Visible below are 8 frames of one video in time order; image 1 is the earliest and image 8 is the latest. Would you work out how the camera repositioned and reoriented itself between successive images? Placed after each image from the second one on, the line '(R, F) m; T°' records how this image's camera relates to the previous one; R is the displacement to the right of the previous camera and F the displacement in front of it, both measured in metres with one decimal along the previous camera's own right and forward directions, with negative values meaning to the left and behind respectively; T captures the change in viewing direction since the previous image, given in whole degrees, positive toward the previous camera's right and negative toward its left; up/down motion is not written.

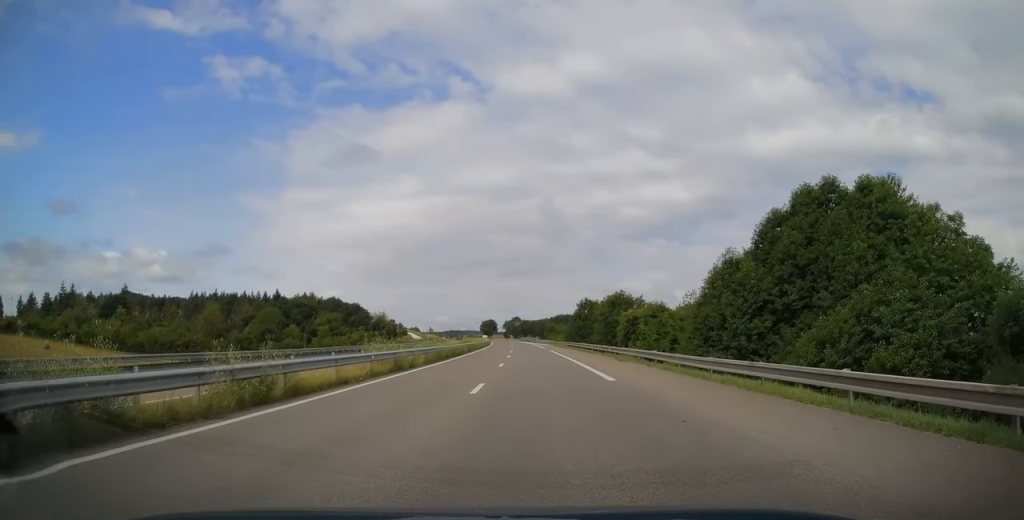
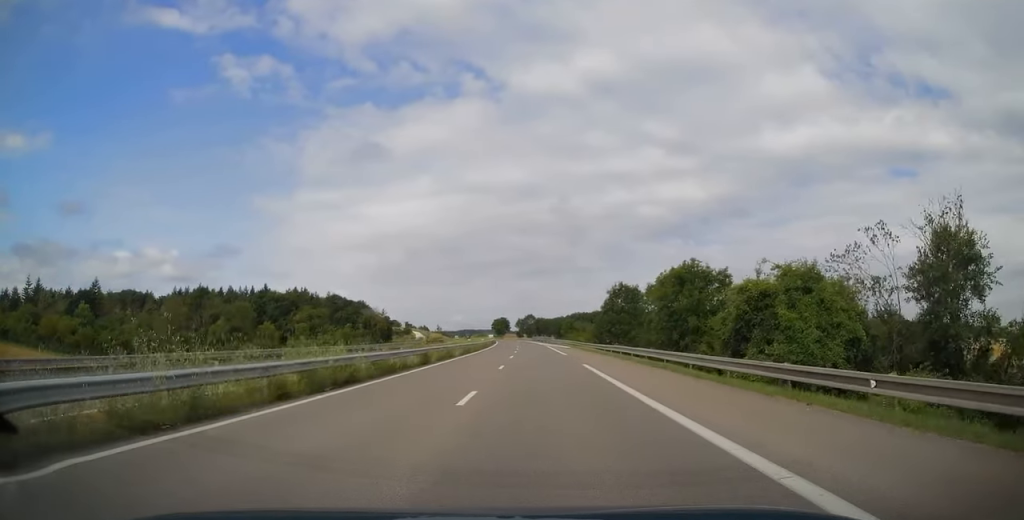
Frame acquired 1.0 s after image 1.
(0.0, +29.1) m; -1°
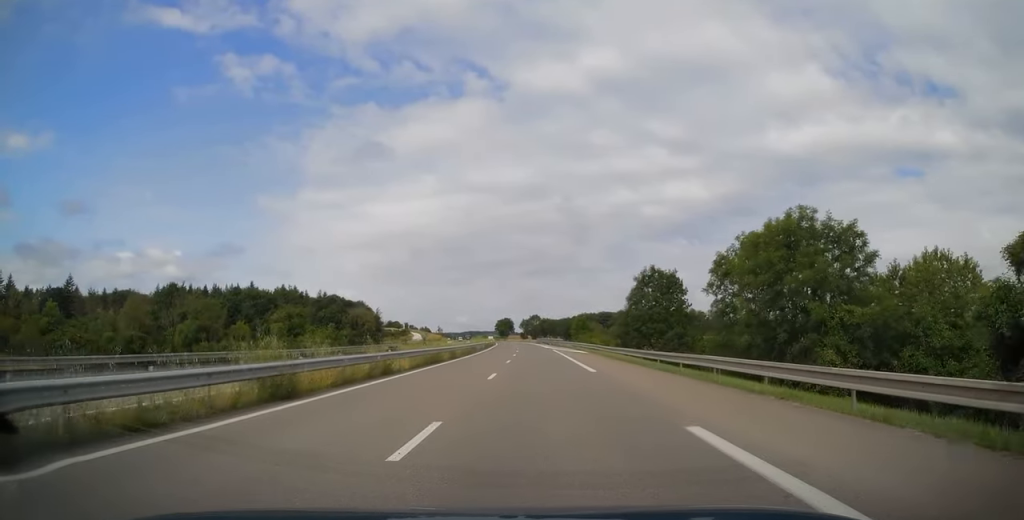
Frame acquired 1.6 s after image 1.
(-0.3, +18.7) m; -1°
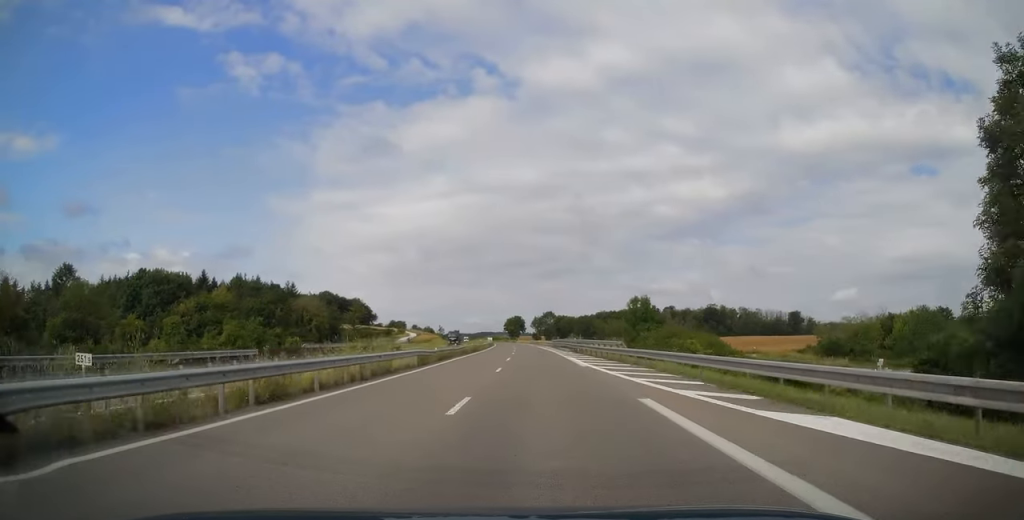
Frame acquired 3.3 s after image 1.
(-0.5, +49.2) m; -2°
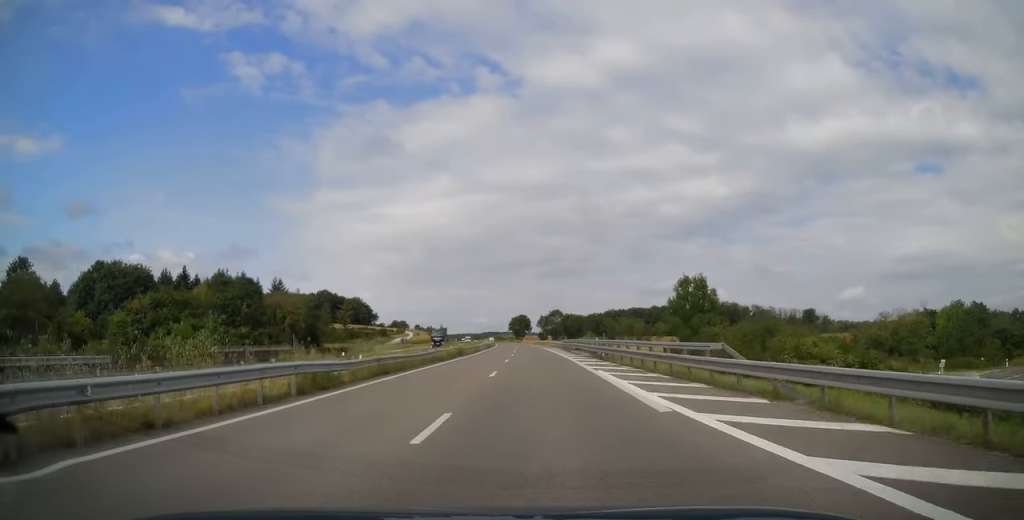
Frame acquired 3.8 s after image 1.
(-0.2, +16.2) m; -1°
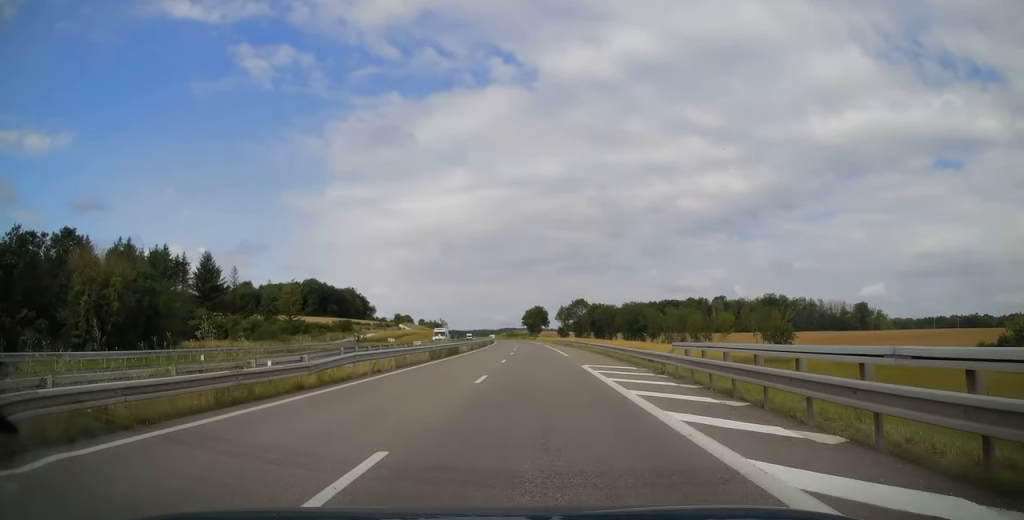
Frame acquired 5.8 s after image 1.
(-0.9, +57.1) m; -2°
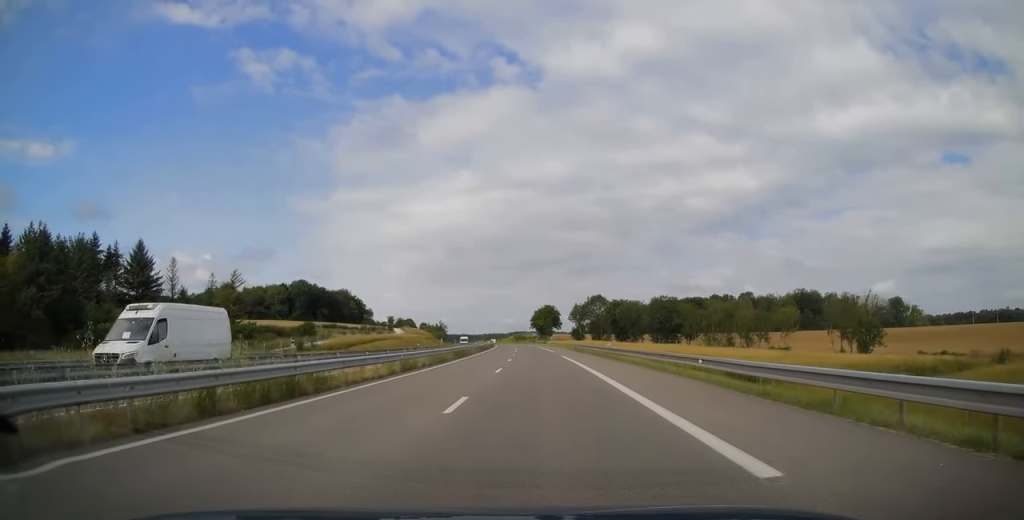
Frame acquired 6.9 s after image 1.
(-0.1, +33.0) m; -1°
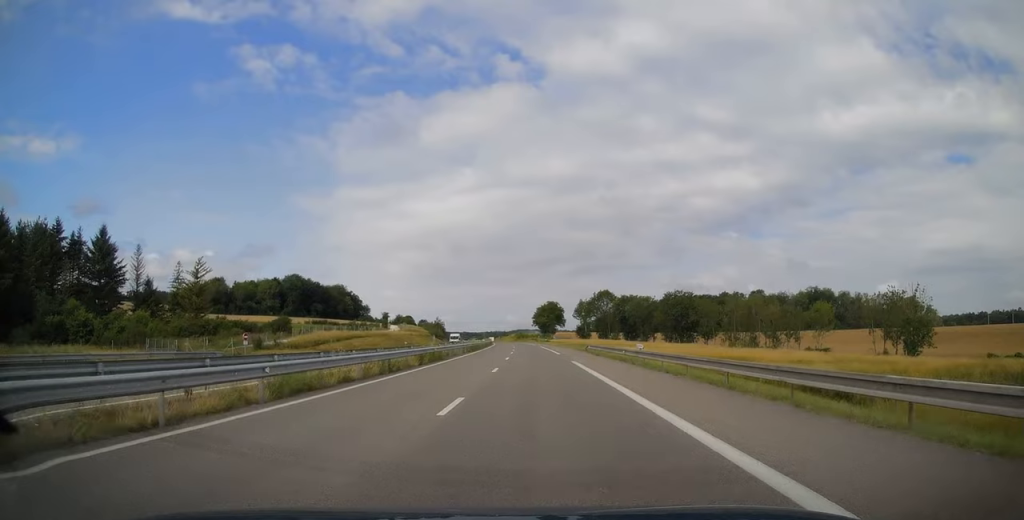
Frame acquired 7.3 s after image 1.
(-0.2, +13.8) m; 0°
